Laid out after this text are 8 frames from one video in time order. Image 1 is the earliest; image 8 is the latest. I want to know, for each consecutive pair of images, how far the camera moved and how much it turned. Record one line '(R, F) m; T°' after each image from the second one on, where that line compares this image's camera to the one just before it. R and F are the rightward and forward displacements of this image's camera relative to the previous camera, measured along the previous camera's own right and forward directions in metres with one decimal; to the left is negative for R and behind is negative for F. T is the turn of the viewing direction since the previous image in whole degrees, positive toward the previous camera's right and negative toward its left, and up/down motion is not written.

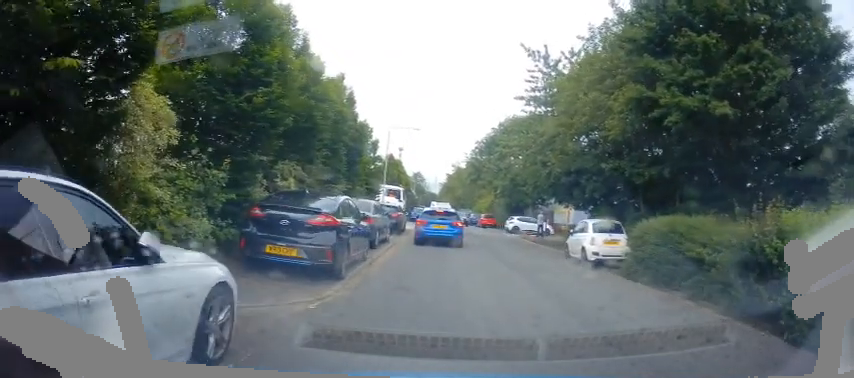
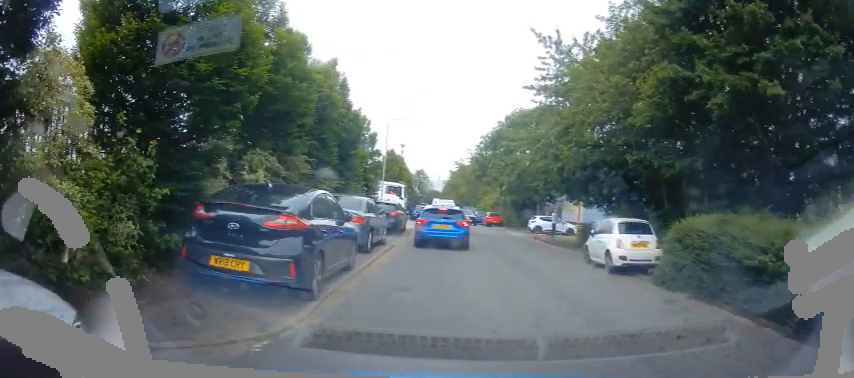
(0.0, +1.5) m; 0°
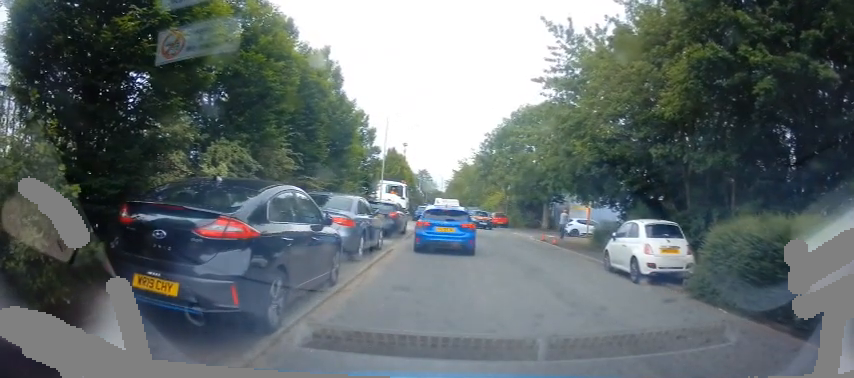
(-0.1, +0.9) m; 0°
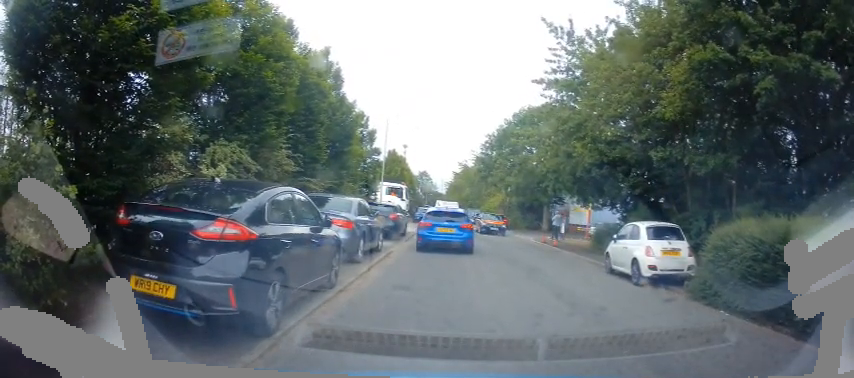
(0.0, +0.1) m; 0°
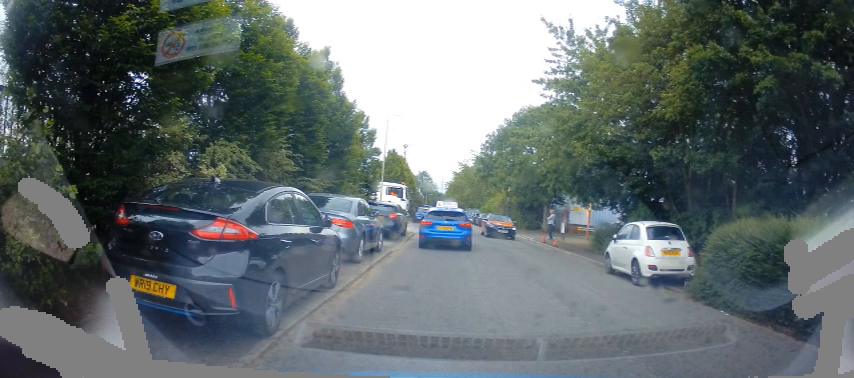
(0.0, 0.0) m; 0°
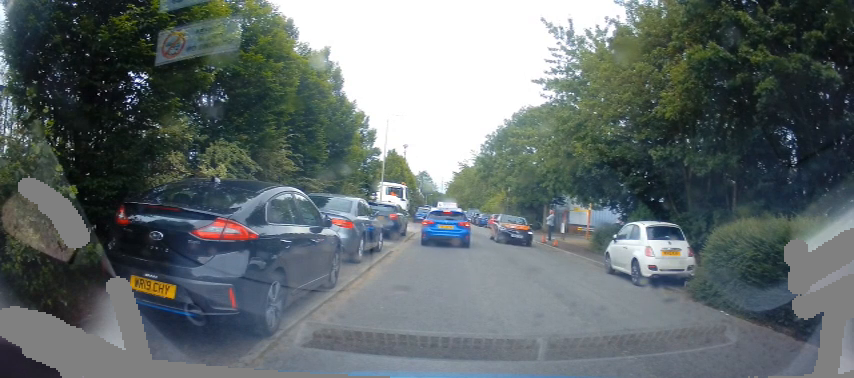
(0.0, 0.0) m; 0°
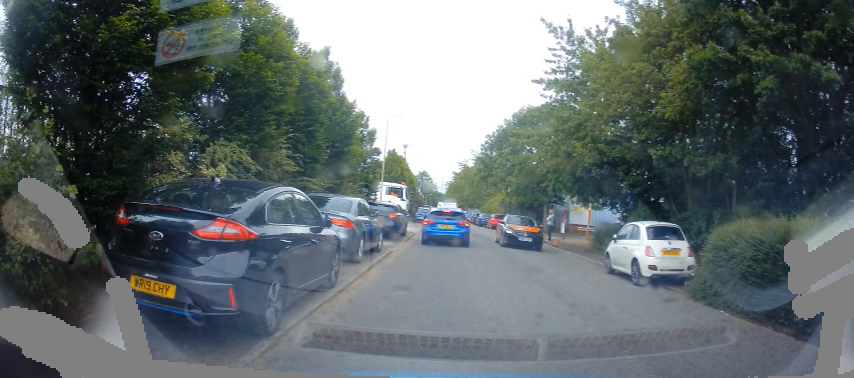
(0.0, 0.0) m; 0°
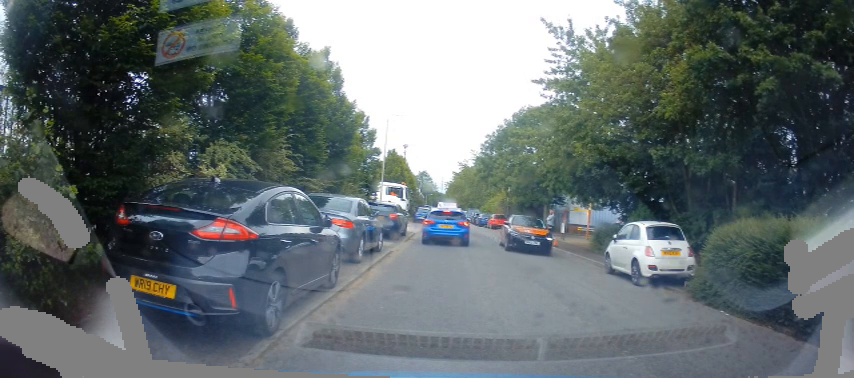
(0.0, 0.0) m; 0°
